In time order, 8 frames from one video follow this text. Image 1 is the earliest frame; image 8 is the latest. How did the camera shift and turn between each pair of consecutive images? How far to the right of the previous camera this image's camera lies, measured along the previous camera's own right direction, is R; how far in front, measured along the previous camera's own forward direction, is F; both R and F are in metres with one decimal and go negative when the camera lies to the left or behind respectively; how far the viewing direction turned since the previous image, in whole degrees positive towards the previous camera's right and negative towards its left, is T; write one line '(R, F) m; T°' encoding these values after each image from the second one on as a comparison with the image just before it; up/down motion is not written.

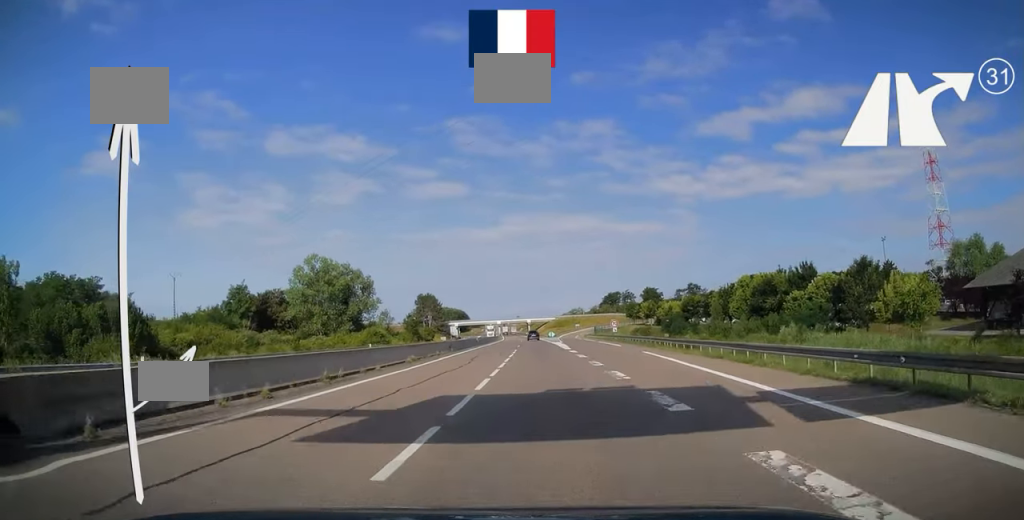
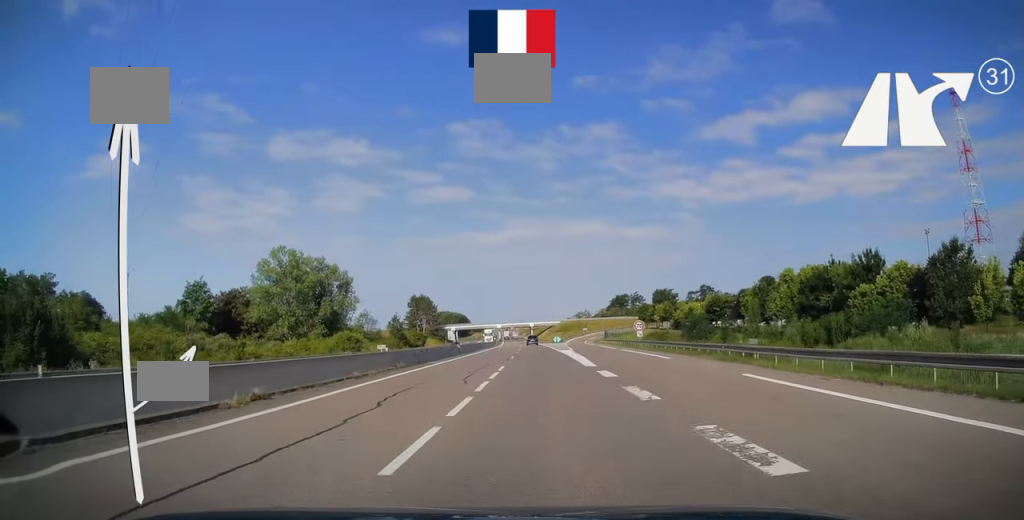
(0.0, +17.3) m; 0°
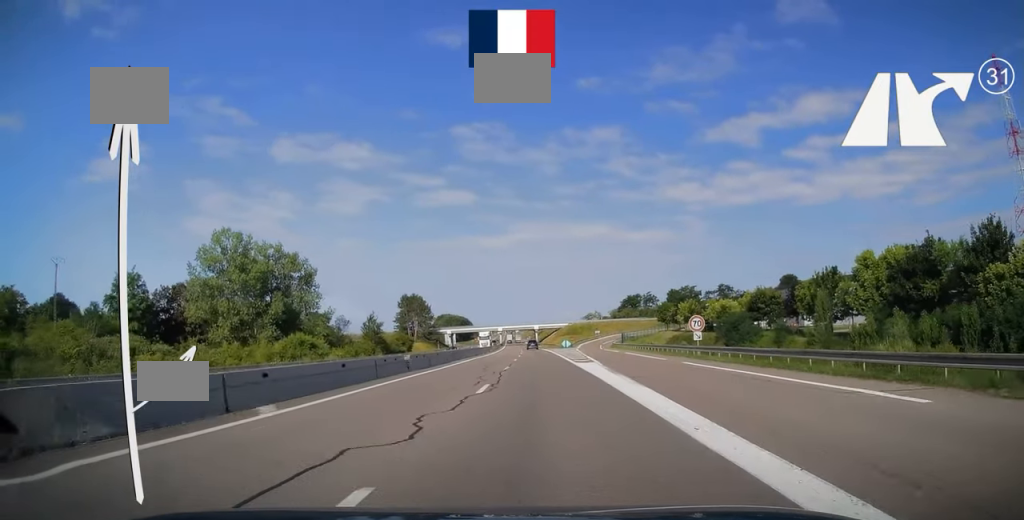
(+0.1, +21.2) m; -1°
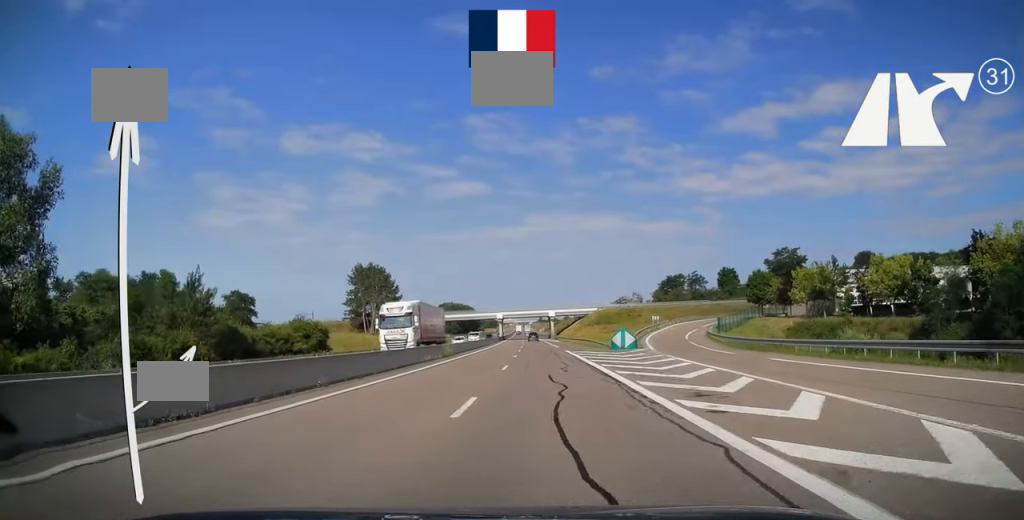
(-0.8, +58.7) m; -2°
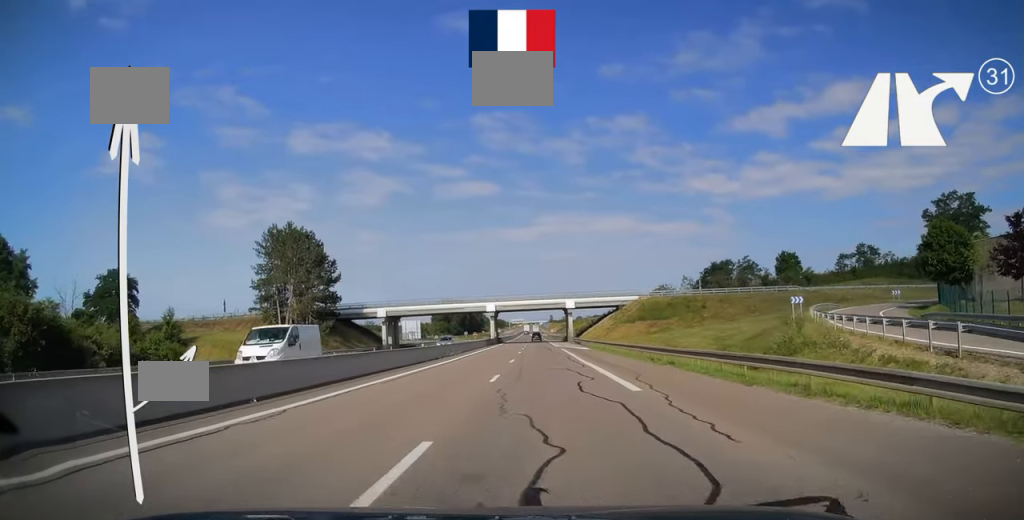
(-0.7, +45.3) m; -1°
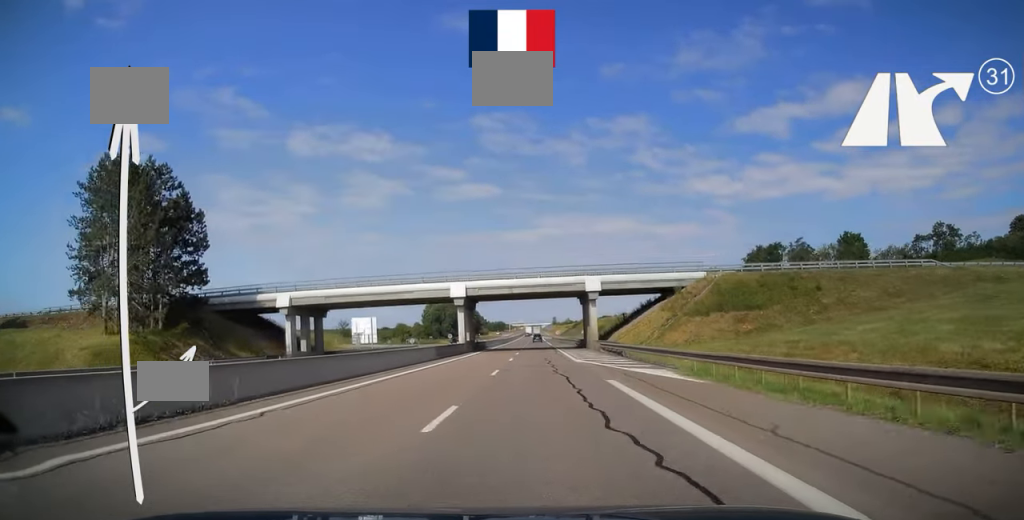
(0.0, +36.0) m; 0°
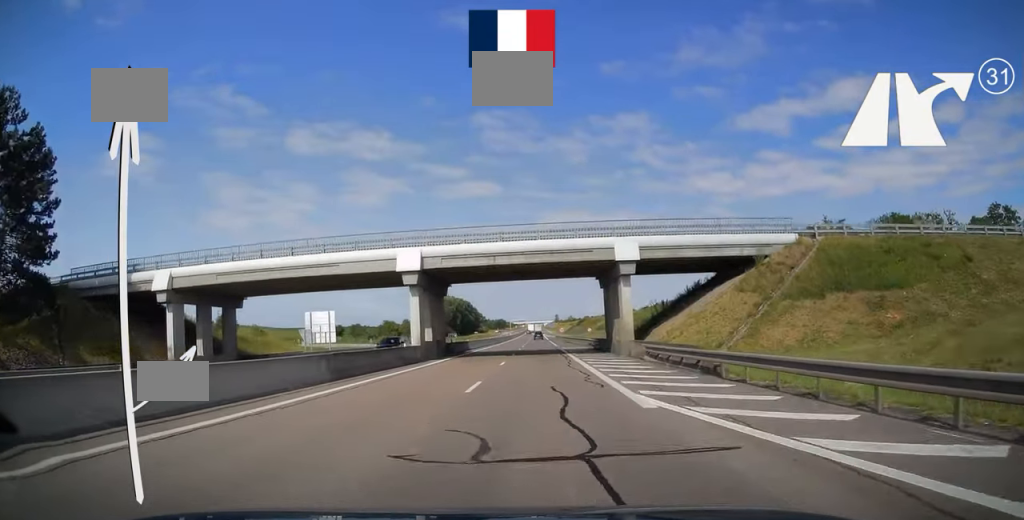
(0.0, +19.7) m; 0°
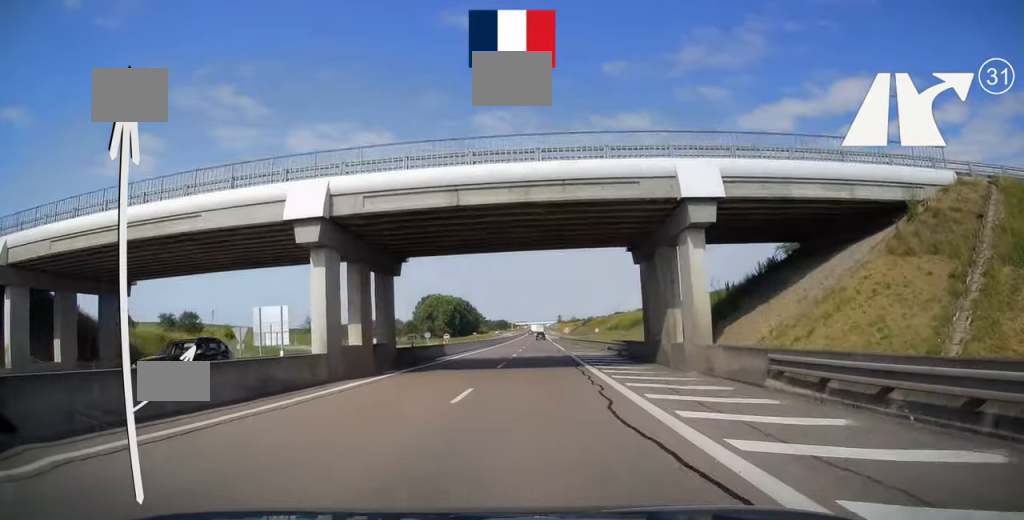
(0.0, +14.8) m; 0°
